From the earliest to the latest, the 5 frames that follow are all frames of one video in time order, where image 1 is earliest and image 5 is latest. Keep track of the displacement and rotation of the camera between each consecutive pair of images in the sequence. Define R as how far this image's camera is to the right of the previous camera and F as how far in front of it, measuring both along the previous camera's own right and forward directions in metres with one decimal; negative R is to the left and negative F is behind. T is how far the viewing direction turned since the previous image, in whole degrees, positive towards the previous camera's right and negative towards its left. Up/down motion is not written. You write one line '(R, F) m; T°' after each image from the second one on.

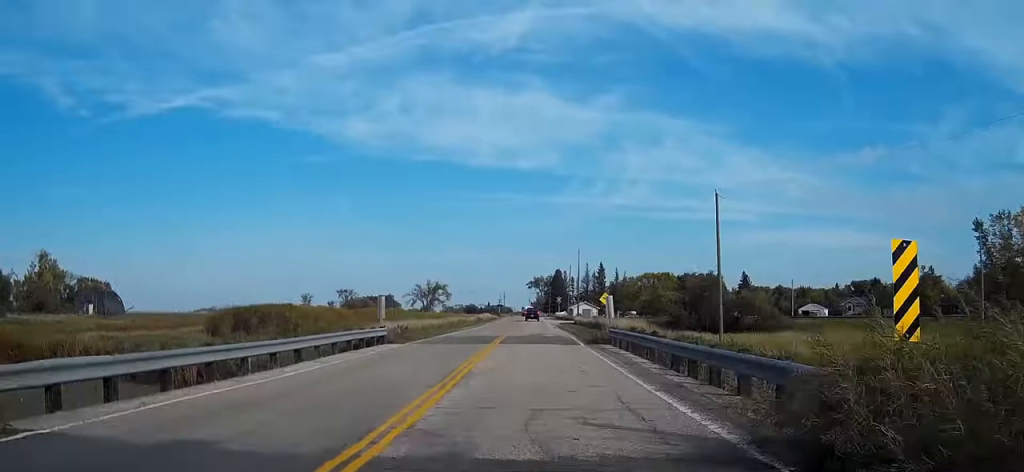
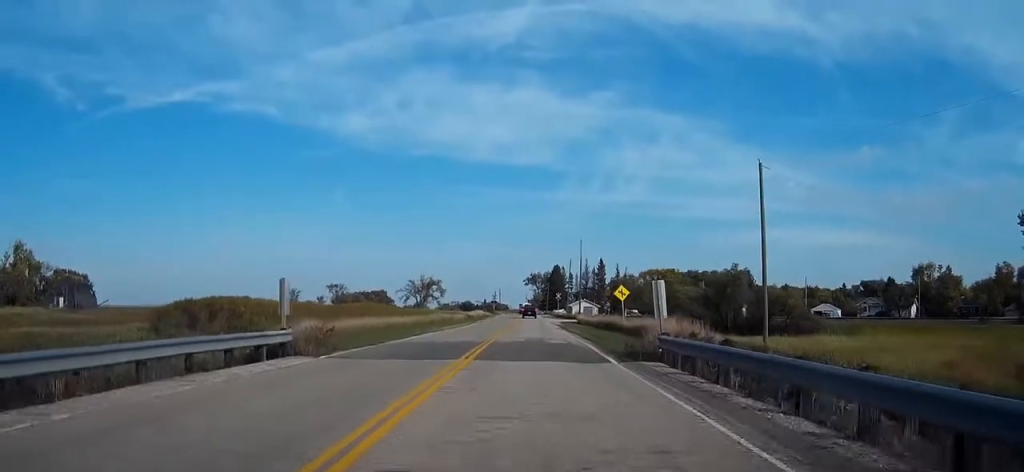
(0.0, +12.3) m; 0°
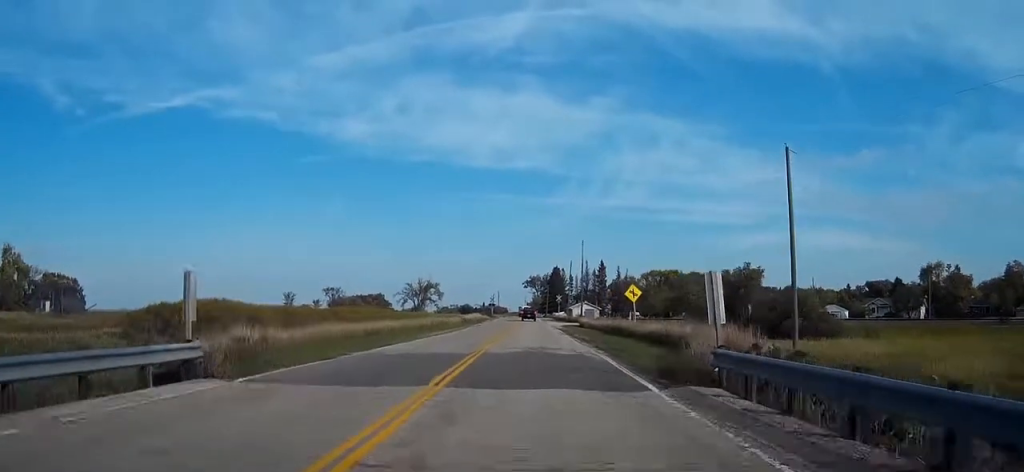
(0.0, +5.7) m; 0°
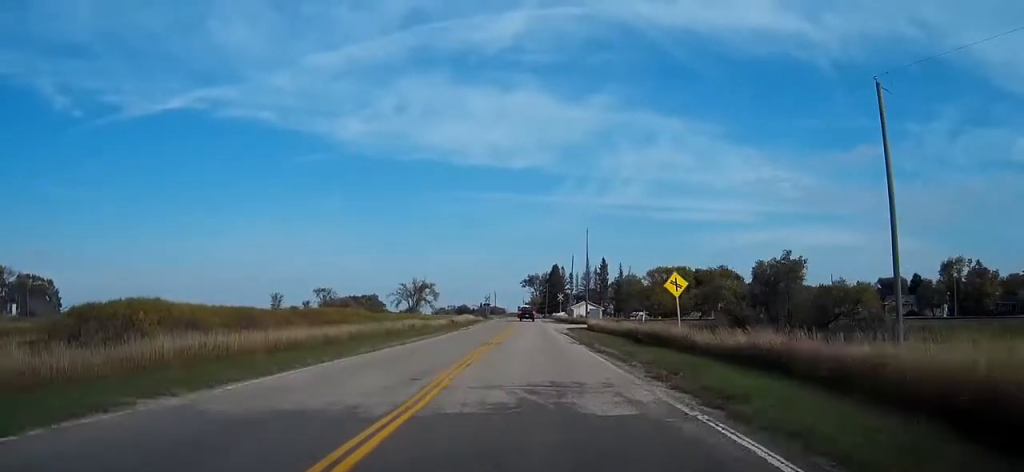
(-0.1, +13.0) m; 0°
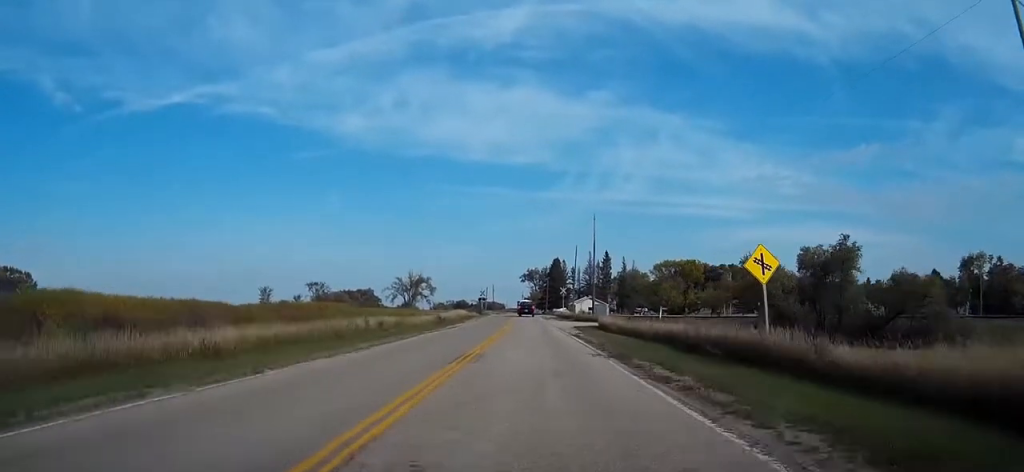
(0.0, +11.4) m; 0°
